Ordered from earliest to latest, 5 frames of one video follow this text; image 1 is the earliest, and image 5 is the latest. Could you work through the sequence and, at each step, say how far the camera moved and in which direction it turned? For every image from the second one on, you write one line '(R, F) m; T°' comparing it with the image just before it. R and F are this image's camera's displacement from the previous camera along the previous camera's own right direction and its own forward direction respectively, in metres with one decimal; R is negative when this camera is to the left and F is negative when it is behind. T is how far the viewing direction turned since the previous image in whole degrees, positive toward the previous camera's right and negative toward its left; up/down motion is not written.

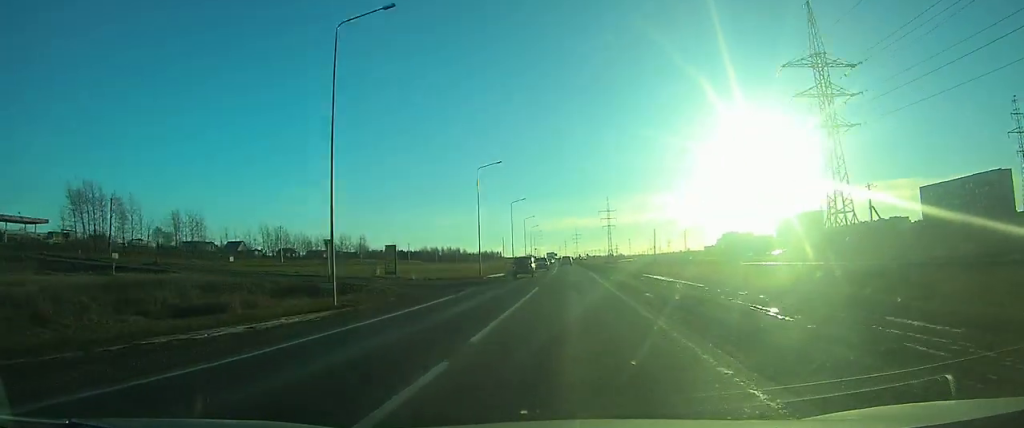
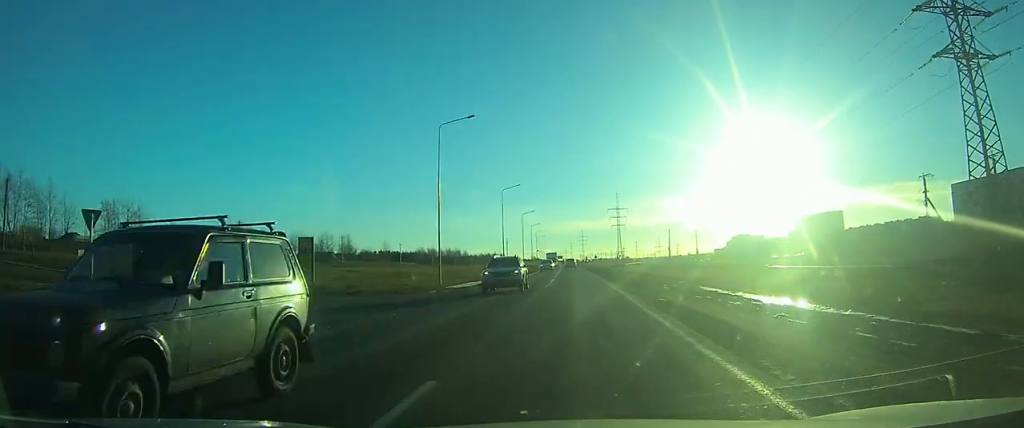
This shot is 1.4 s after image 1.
(-0.2, +21.6) m; 0°
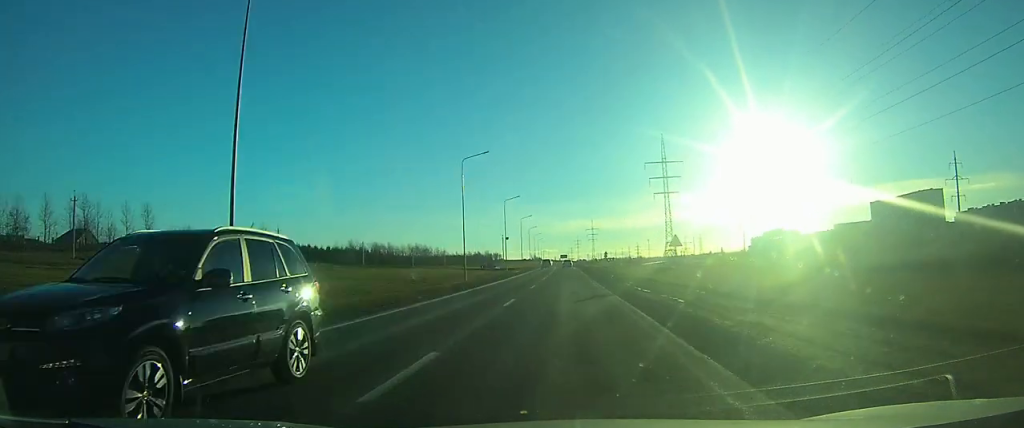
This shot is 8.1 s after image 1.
(-0.4, +104.1) m; -1°
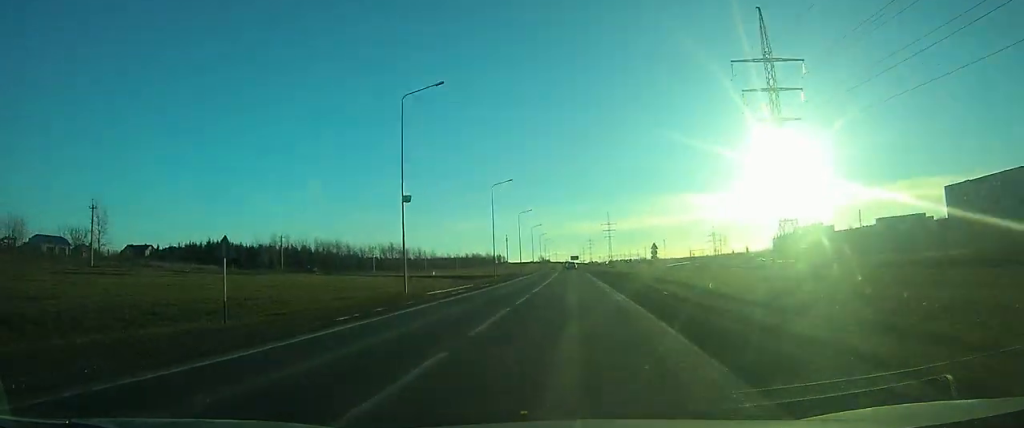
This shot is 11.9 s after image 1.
(-0.5, +62.9) m; -1°
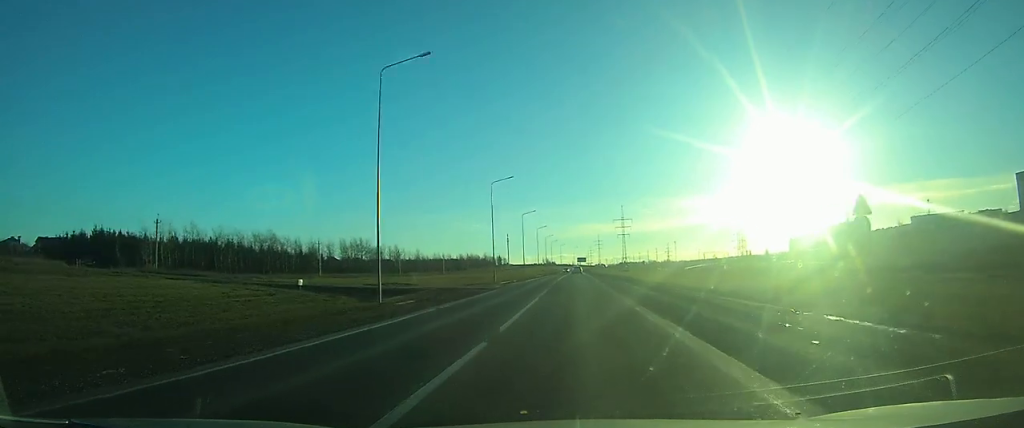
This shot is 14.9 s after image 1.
(-0.4, +44.8) m; -1°
